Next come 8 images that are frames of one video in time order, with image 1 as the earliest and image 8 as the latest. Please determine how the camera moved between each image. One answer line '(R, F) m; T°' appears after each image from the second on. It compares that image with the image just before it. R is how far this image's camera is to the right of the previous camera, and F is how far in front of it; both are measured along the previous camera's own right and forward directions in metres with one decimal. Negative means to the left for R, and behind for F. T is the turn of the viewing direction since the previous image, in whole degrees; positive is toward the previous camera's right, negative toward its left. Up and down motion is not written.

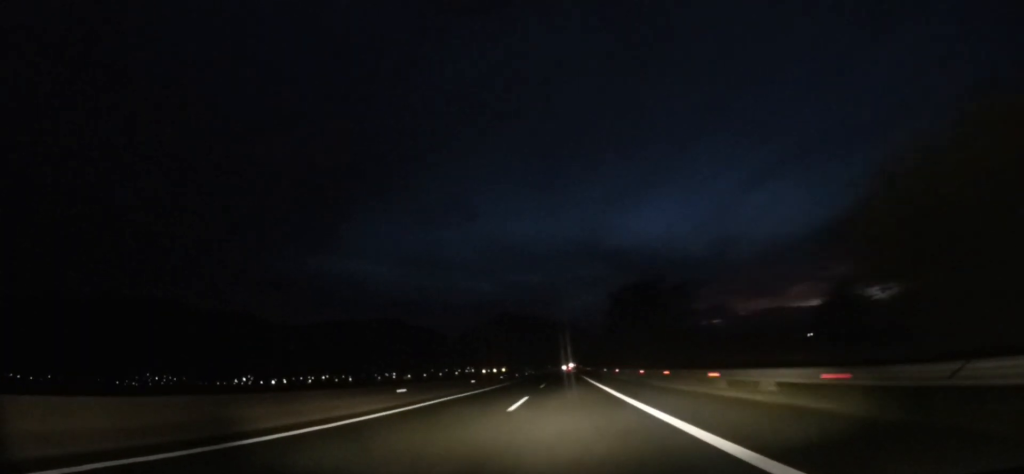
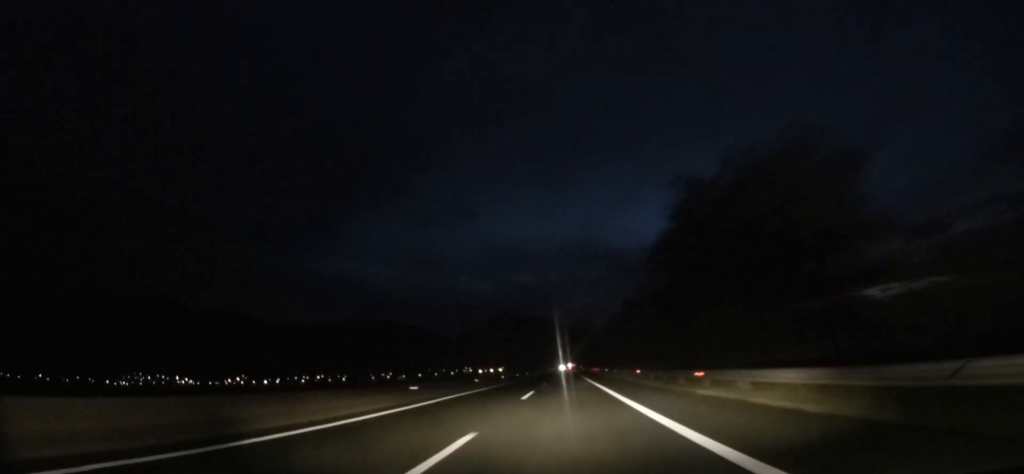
(0.0, +34.6) m; 0°
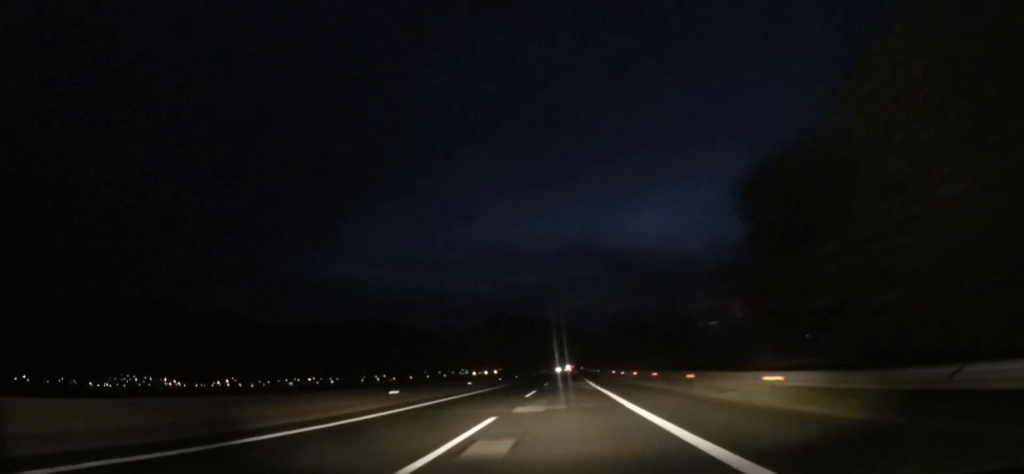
(0.0, +54.9) m; 0°
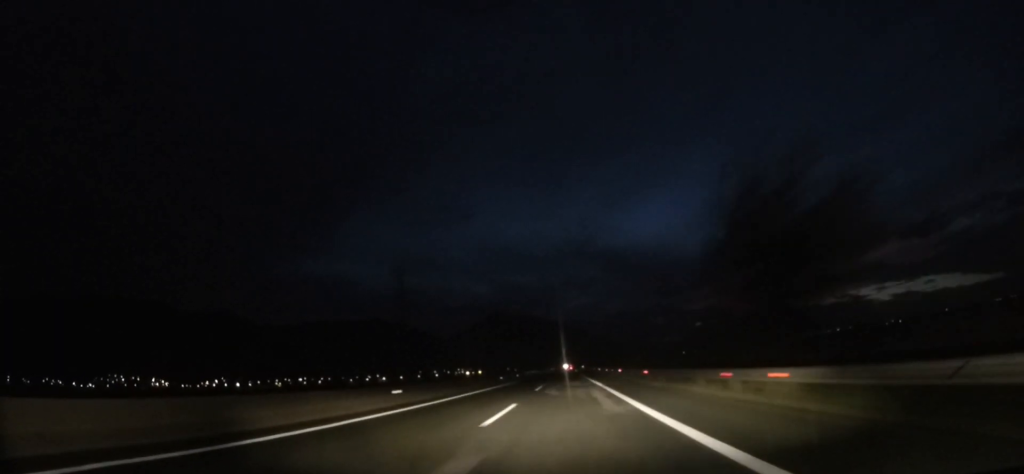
(0.0, +49.0) m; +1°
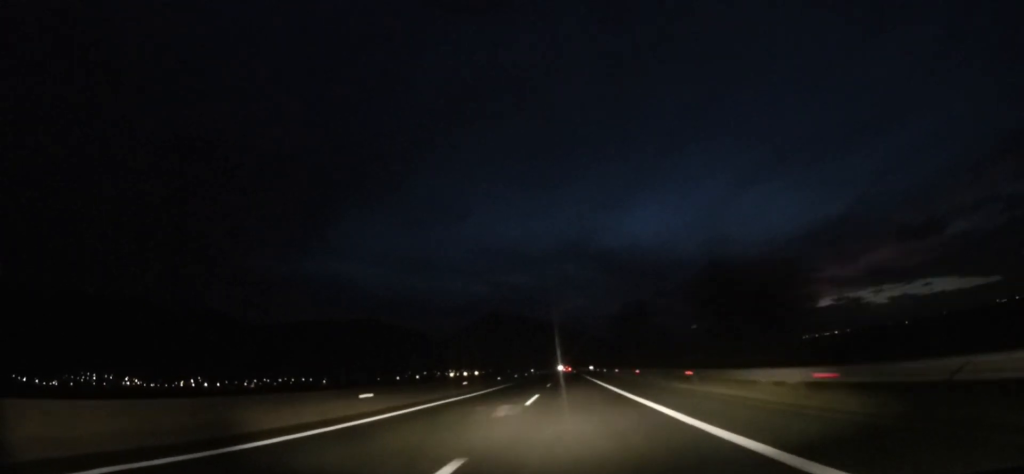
(+1.4, +99.7) m; 0°
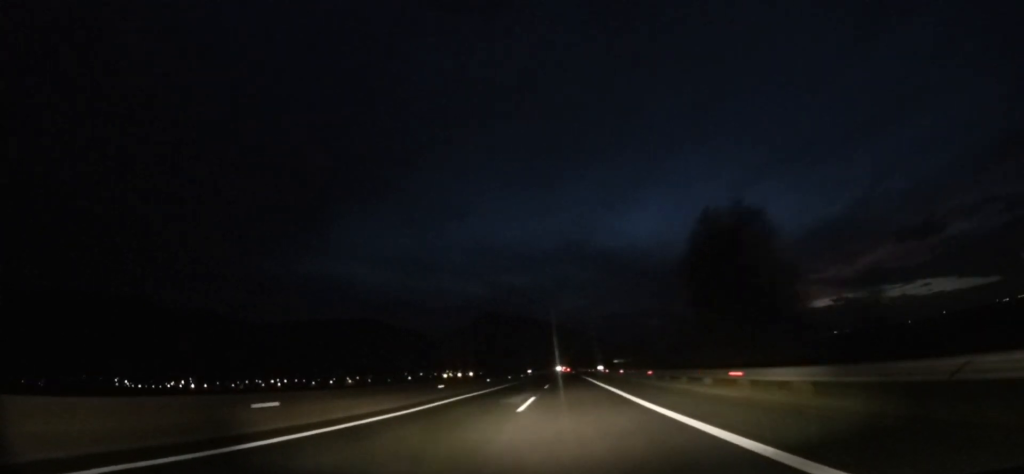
(-0.8, +37.0) m; 0°
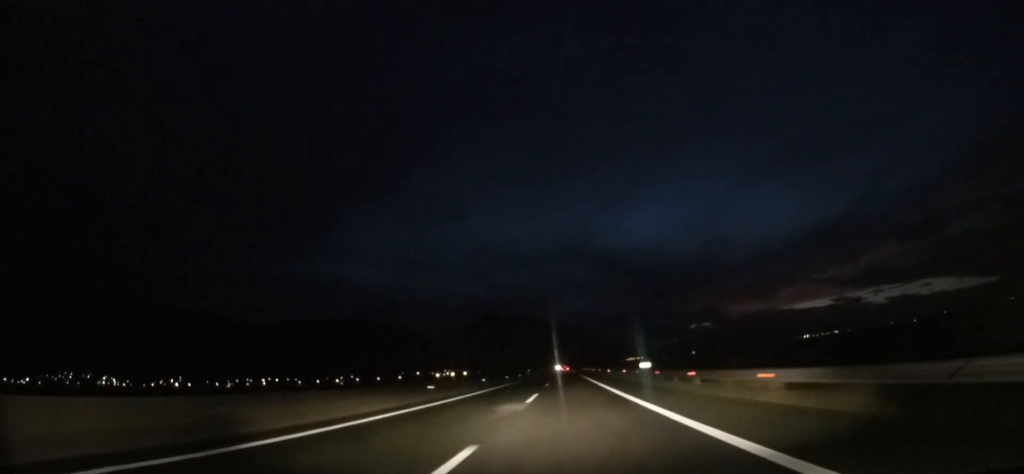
(+0.4, +46.1) m; +1°
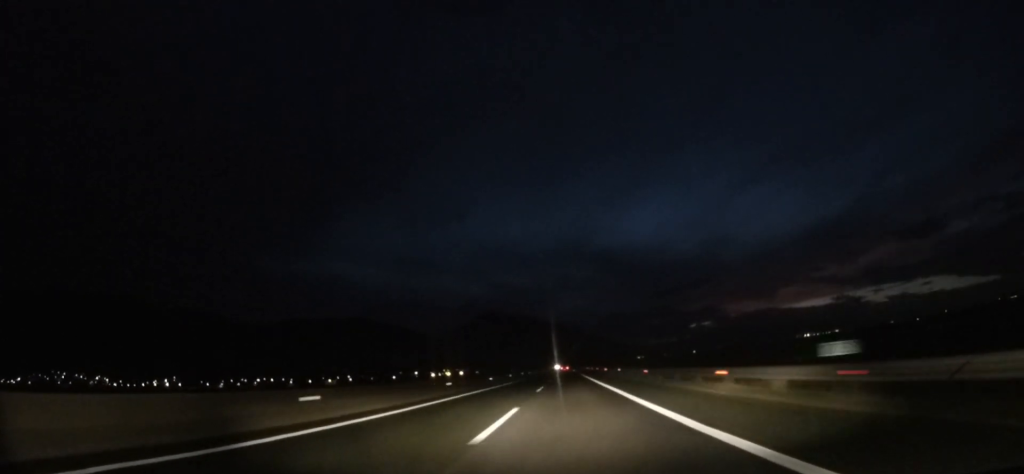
(+0.3, +25.3) m; +1°
